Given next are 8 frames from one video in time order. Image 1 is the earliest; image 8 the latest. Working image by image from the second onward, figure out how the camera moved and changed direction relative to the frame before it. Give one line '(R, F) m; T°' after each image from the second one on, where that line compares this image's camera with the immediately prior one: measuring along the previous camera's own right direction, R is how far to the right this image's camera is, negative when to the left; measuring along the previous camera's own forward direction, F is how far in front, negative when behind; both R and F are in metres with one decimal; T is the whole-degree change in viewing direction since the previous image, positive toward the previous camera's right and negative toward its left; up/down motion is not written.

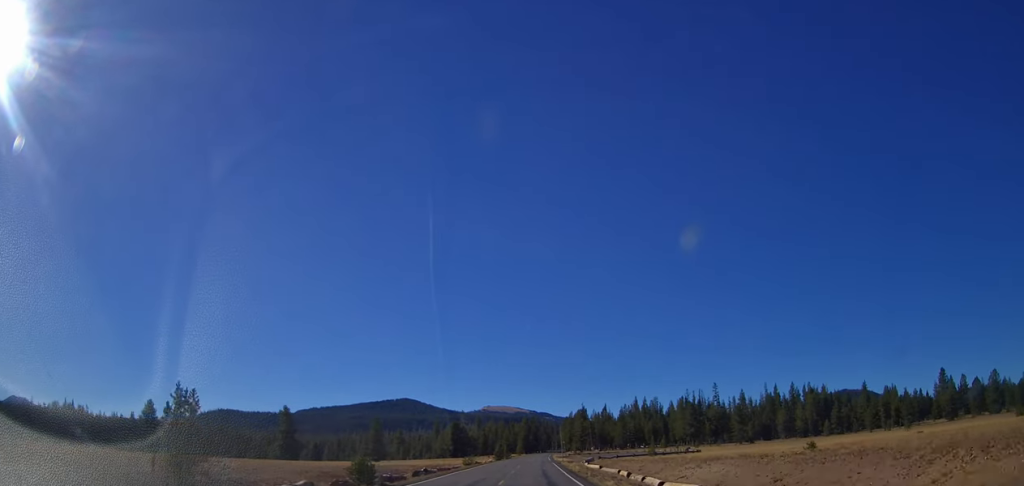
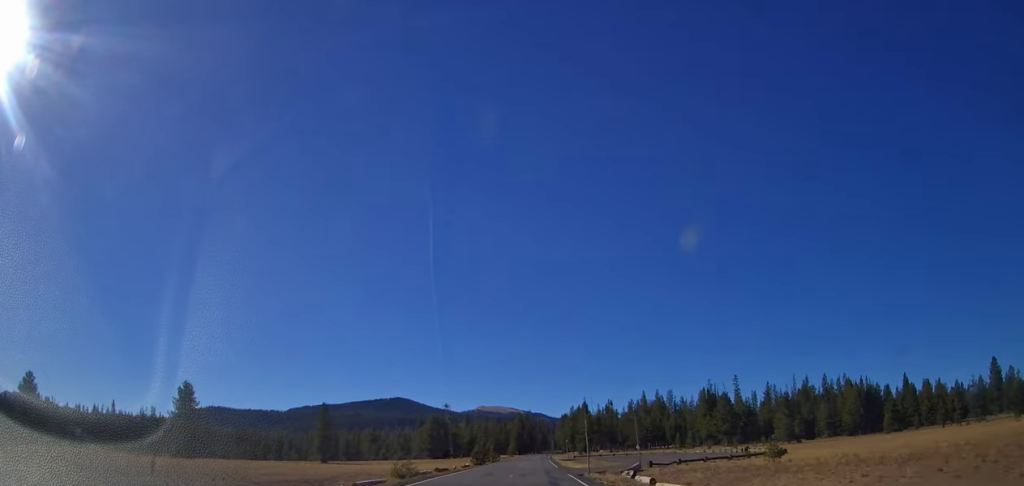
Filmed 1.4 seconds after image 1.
(+0.1, +30.5) m; +1°
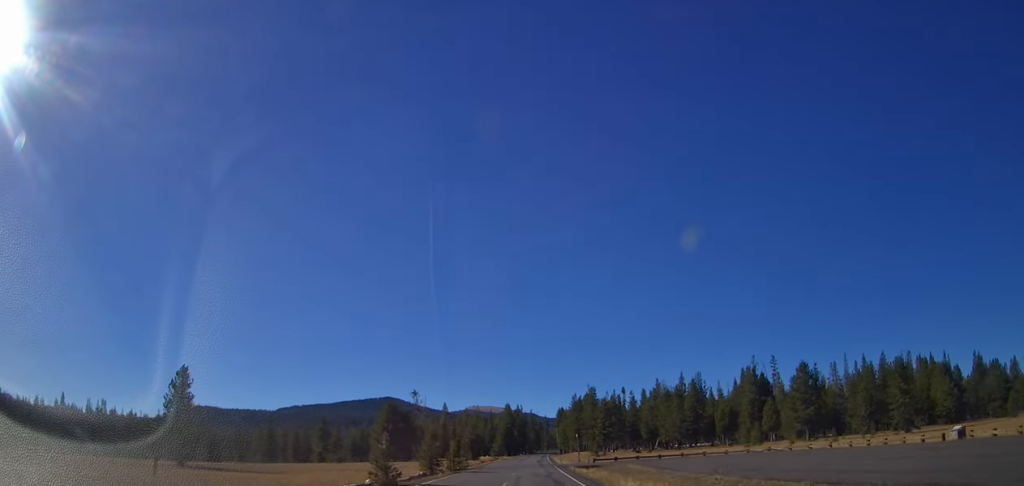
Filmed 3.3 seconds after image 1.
(+0.2, +41.2) m; +1°
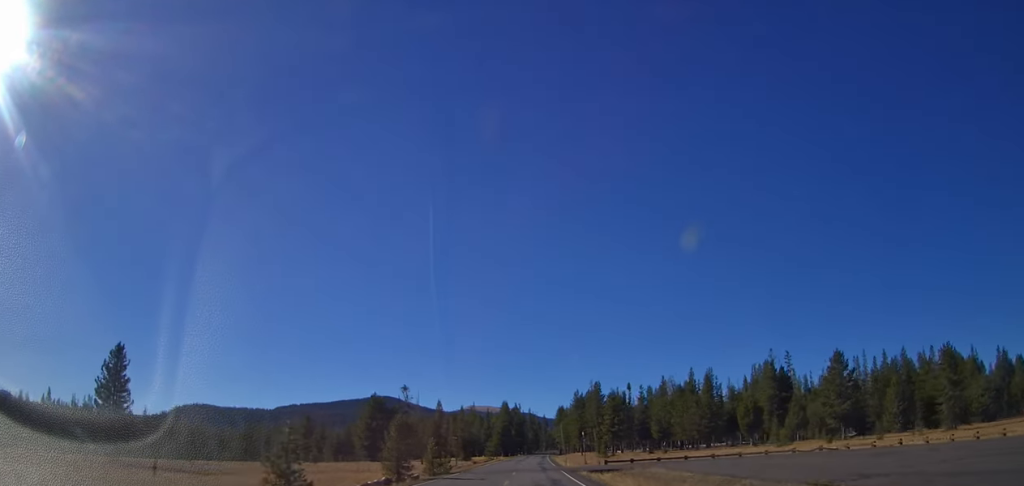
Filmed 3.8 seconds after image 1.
(-0.2, +10.8) m; +1°
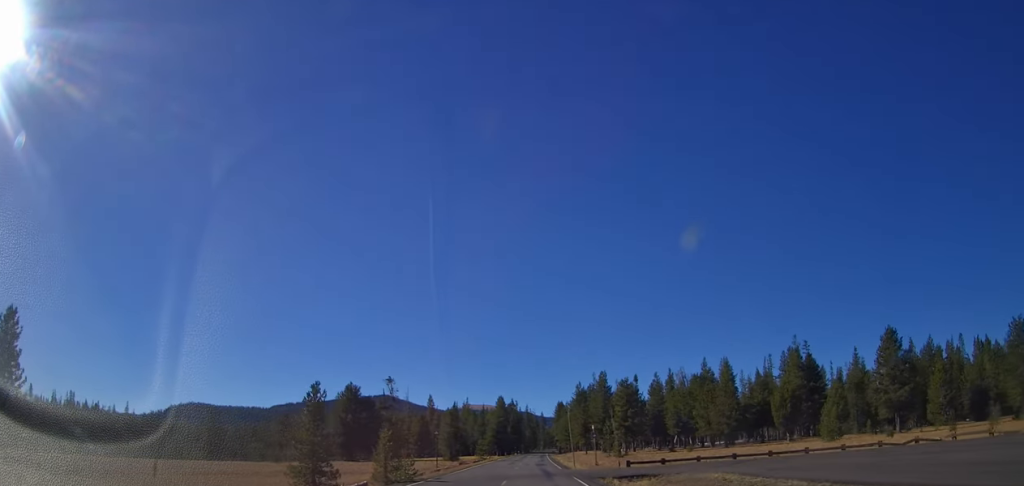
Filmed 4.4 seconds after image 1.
(+0.6, +13.0) m; +1°
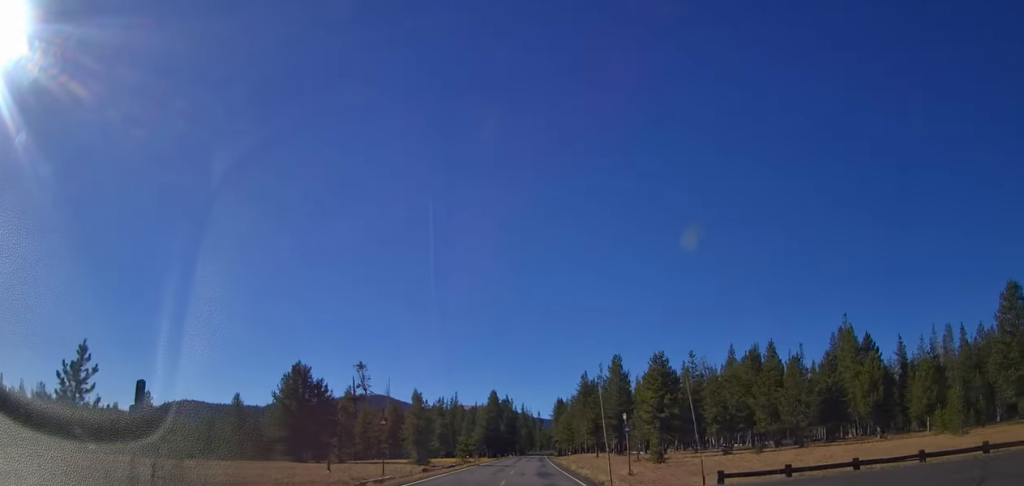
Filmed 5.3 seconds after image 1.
(+0.1, +20.2) m; -1°
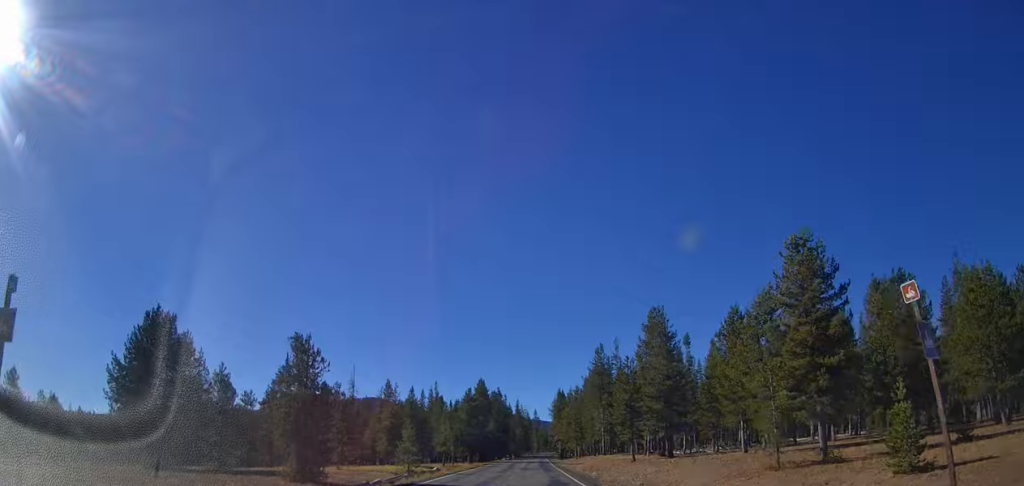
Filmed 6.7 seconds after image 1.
(-1.1, +29.2) m; 0°
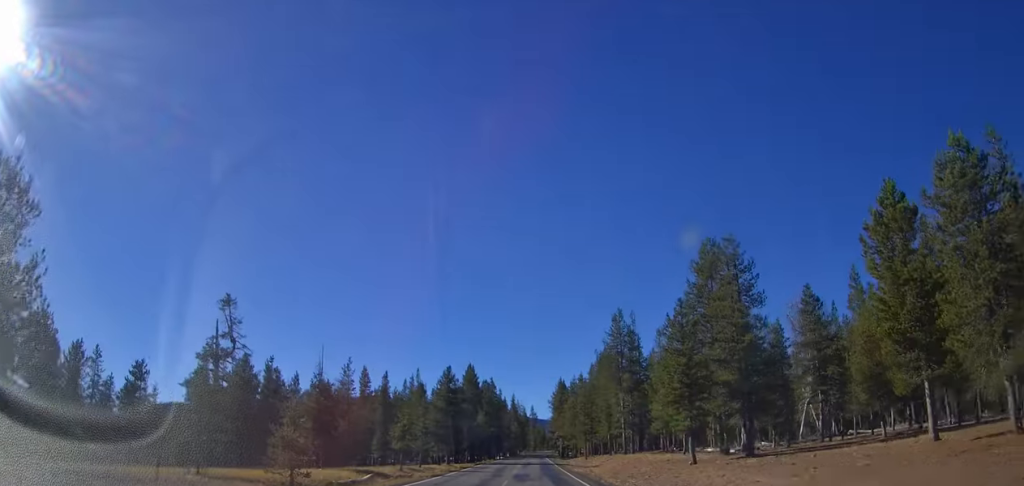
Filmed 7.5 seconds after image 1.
(+1.2, +19.4) m; +3°
